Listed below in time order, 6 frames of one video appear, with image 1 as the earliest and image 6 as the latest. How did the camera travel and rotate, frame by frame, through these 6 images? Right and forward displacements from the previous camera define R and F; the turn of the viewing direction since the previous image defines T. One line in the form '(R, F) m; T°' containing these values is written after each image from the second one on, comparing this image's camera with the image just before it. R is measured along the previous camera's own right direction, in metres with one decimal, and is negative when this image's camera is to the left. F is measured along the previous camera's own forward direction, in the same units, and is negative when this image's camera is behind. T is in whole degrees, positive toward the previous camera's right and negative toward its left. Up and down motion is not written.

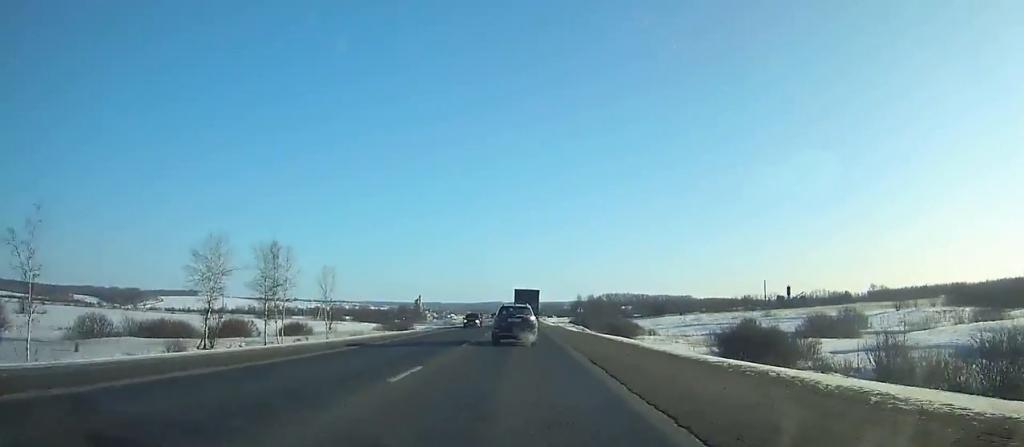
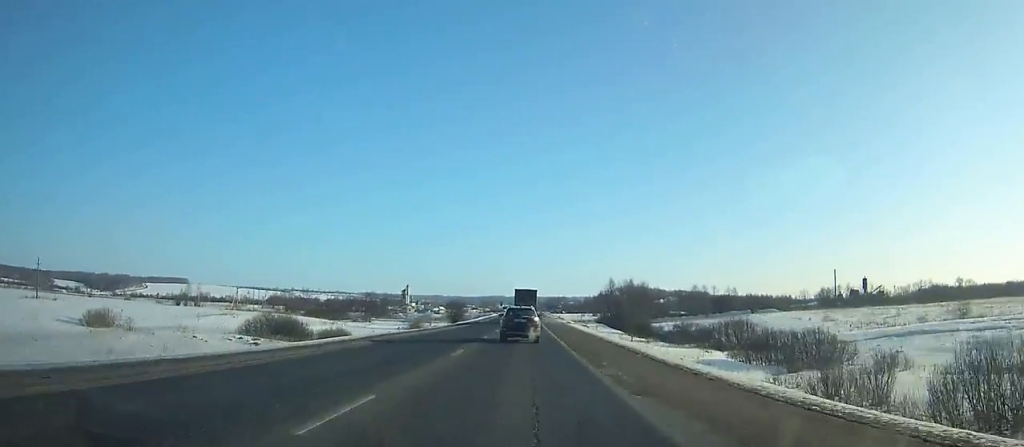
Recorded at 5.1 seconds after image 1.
(0.0, +89.0) m; 0°
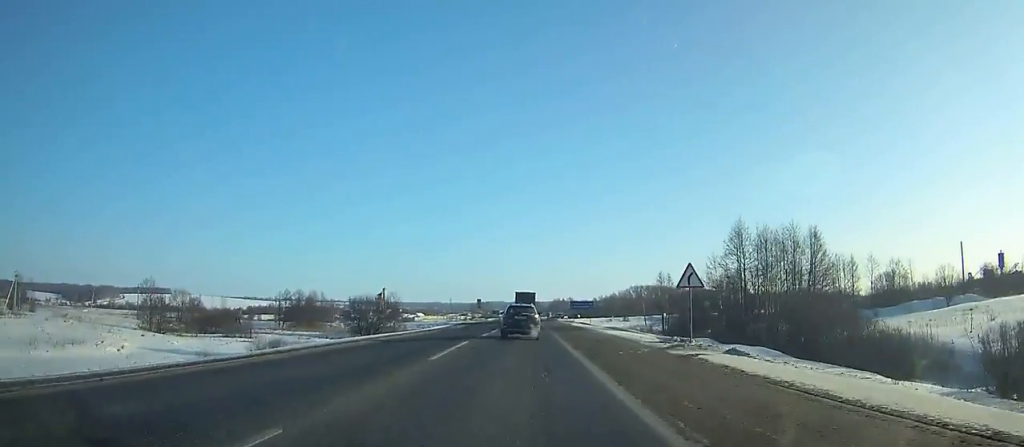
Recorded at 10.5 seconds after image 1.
(+0.2, +97.5) m; 0°
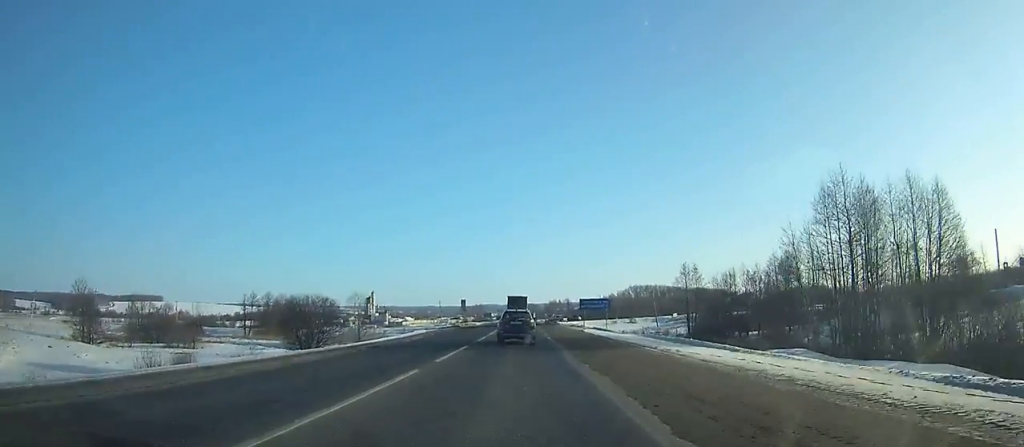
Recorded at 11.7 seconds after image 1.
(0.0, +22.1) m; 0°
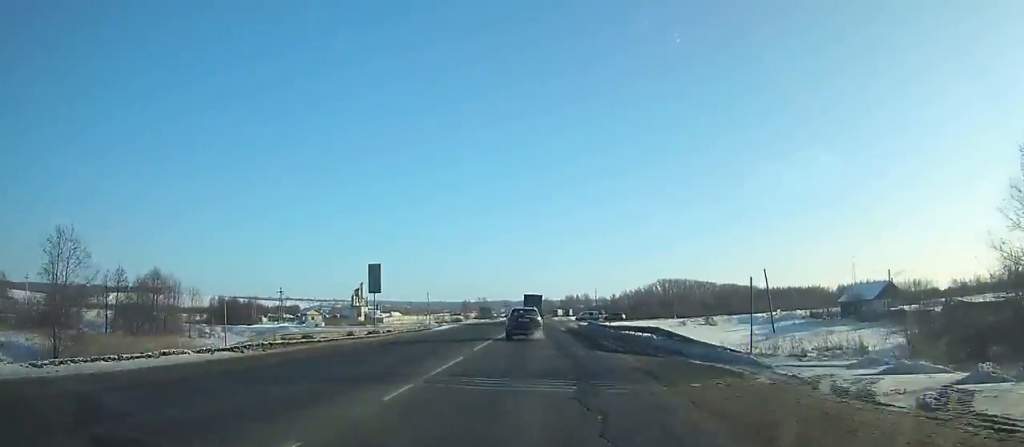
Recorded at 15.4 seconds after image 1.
(-0.3, +68.7) m; 0°
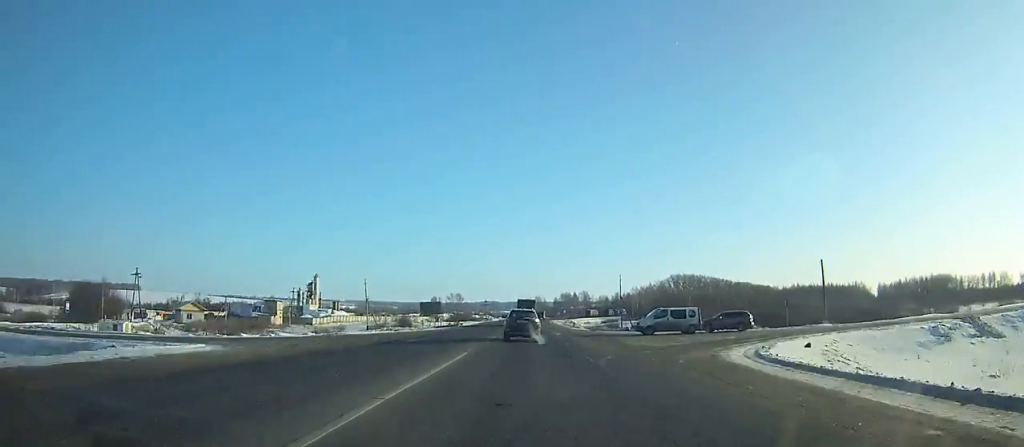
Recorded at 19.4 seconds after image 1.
(+0.2, +75.5) m; 0°
